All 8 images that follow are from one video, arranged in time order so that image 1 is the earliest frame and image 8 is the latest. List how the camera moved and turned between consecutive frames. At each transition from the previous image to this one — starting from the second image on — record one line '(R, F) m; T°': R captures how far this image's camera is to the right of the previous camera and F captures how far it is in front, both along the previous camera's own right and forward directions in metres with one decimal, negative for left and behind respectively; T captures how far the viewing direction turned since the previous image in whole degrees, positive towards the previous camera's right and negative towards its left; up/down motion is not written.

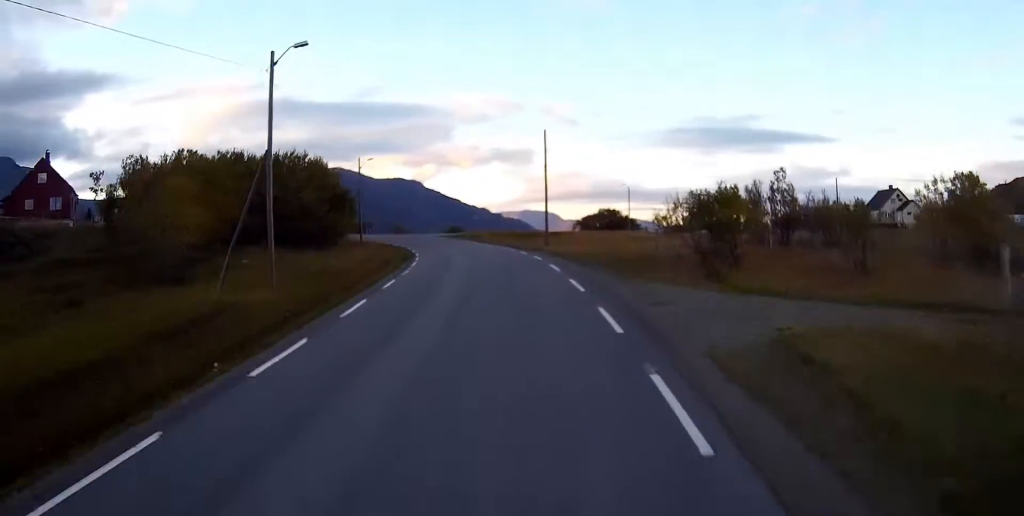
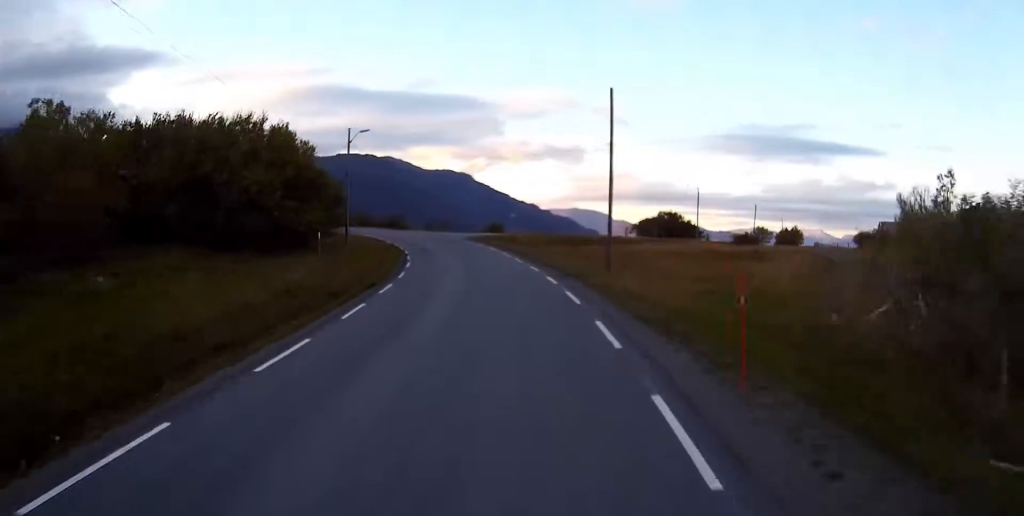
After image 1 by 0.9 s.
(-0.7, +18.1) m; -4°
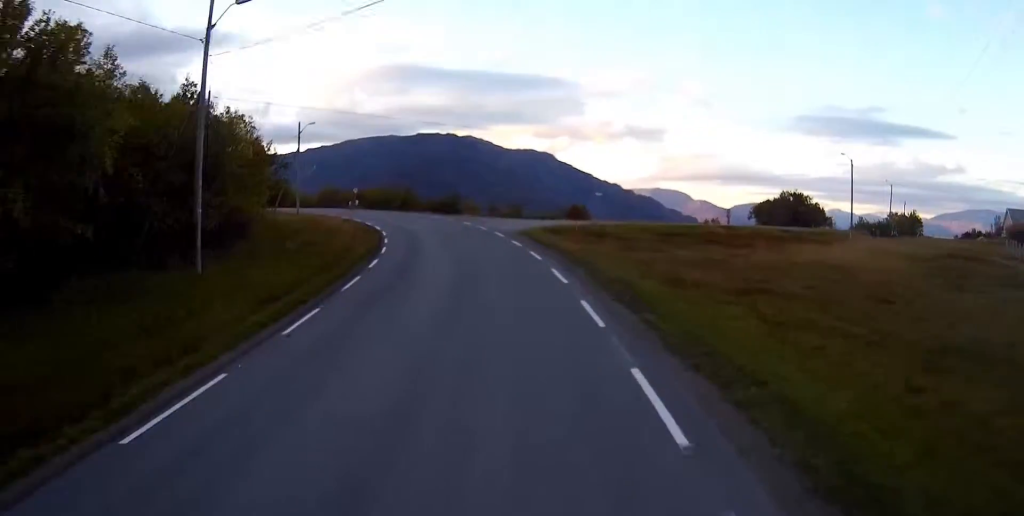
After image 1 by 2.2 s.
(-1.5, +28.7) m; -7°
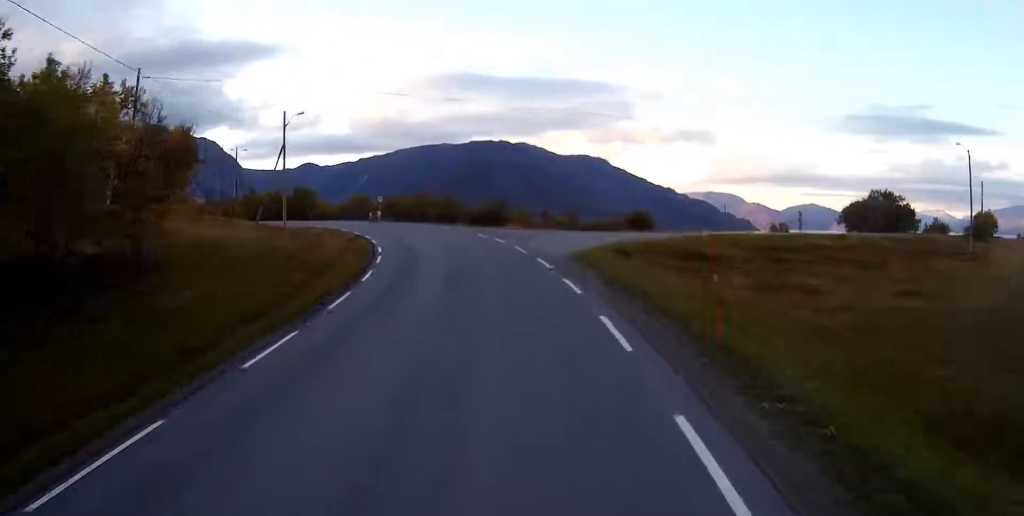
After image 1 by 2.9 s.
(-0.6, +13.9) m; -4°
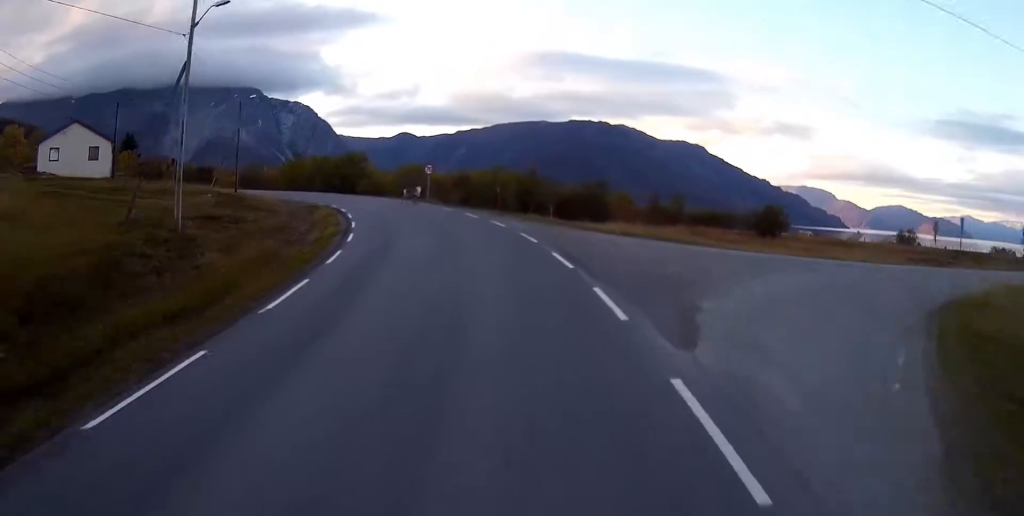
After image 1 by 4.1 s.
(-1.3, +23.5) m; -6°
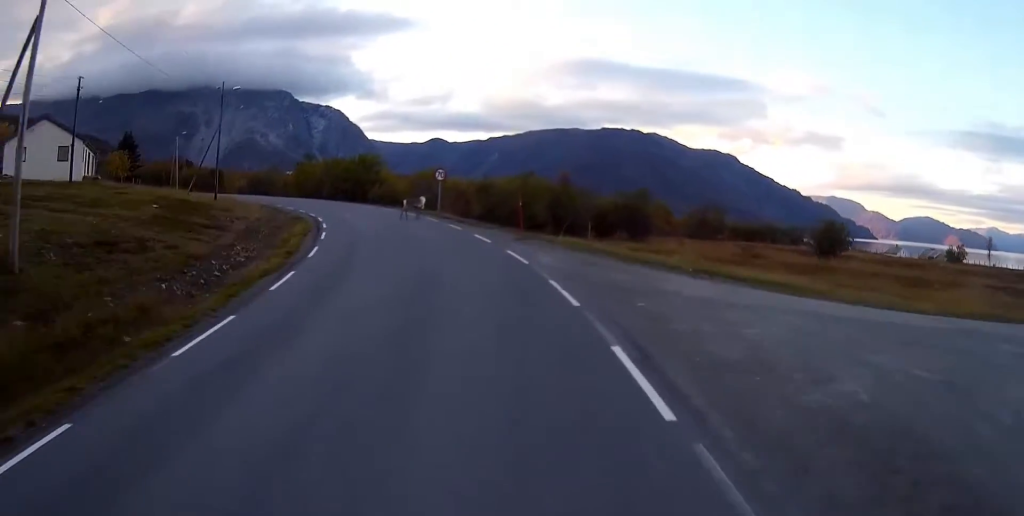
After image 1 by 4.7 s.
(-0.2, +10.2) m; -3°
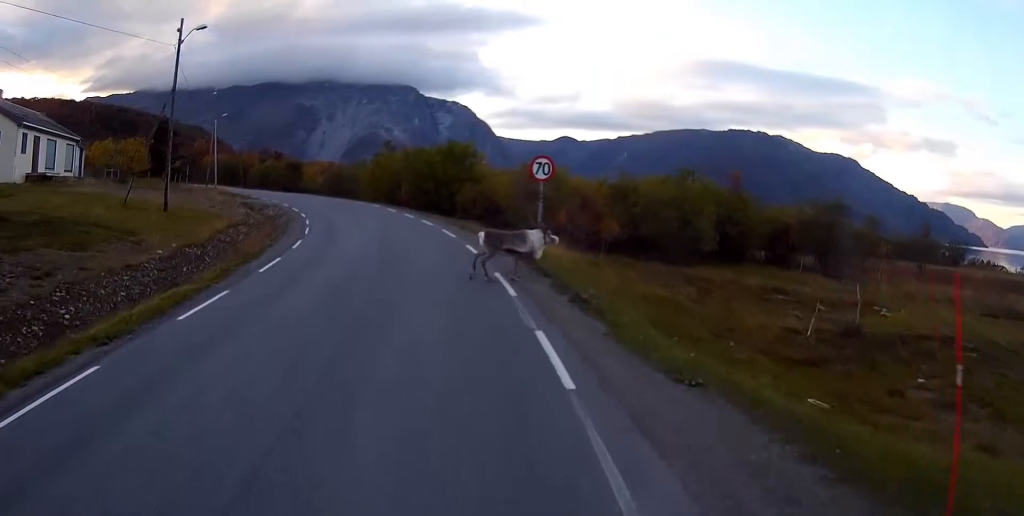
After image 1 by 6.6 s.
(-2.4, +24.4) m; -11°
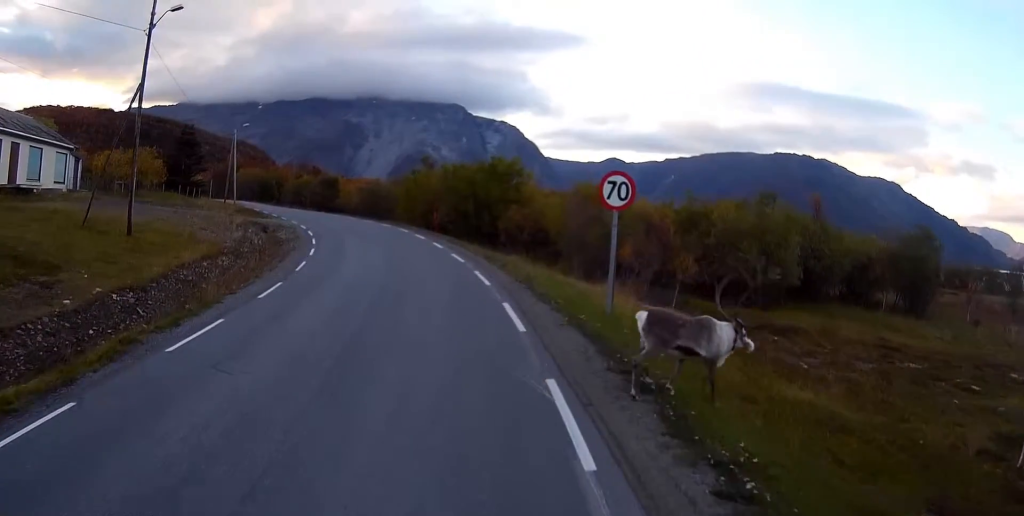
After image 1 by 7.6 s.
(-0.4, +8.0) m; -6°
